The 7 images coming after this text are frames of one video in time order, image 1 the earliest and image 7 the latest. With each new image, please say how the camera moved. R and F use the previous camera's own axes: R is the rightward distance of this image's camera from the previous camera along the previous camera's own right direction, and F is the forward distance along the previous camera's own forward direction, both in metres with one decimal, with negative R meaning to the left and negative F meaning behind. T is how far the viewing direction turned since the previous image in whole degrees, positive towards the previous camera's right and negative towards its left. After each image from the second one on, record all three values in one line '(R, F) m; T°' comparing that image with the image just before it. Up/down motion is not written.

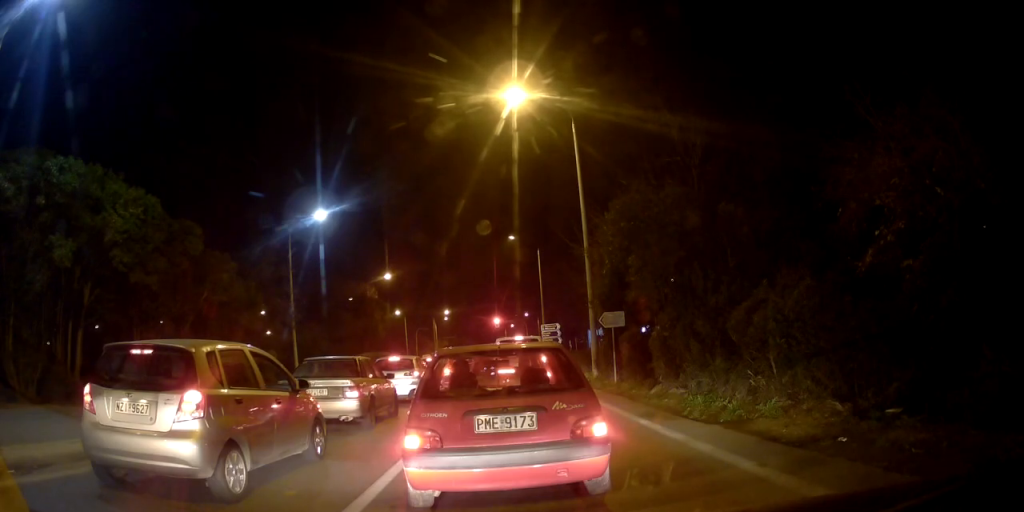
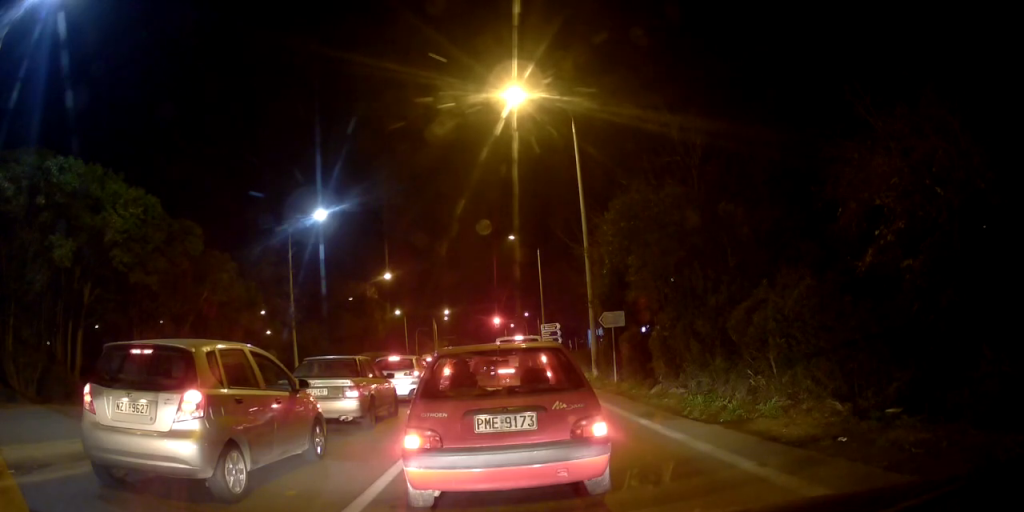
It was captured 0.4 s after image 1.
(0.0, 0.0) m; 0°
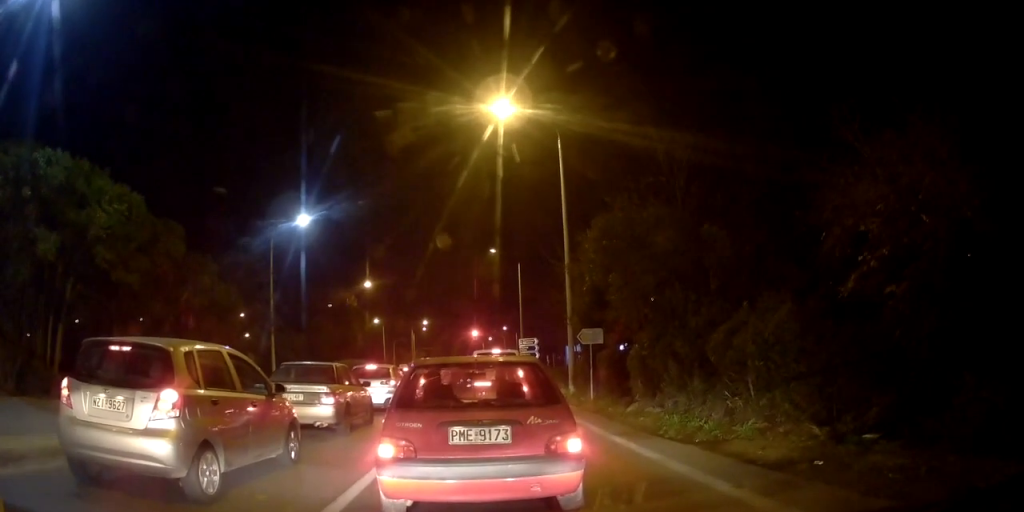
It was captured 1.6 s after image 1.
(-0.1, +0.1) m; 0°
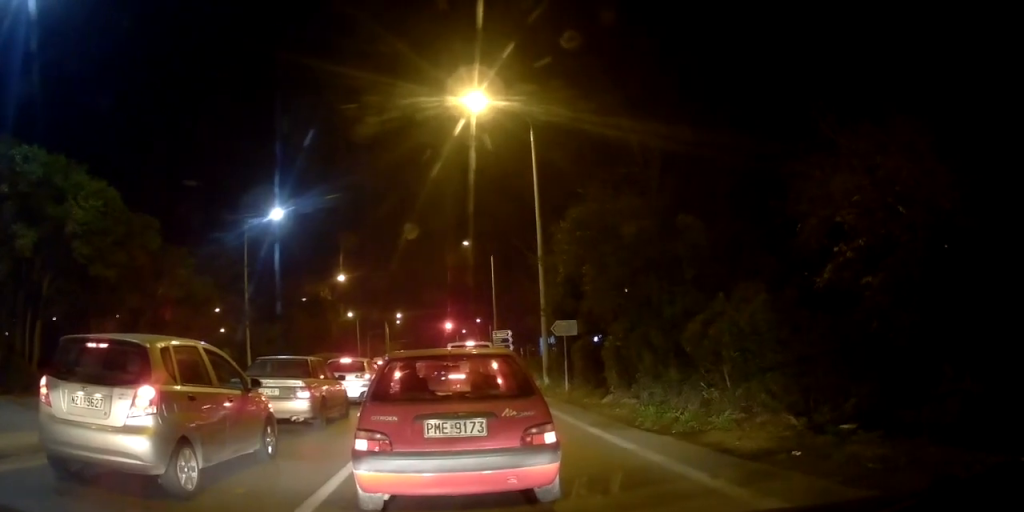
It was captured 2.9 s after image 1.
(-0.2, +0.1) m; 0°
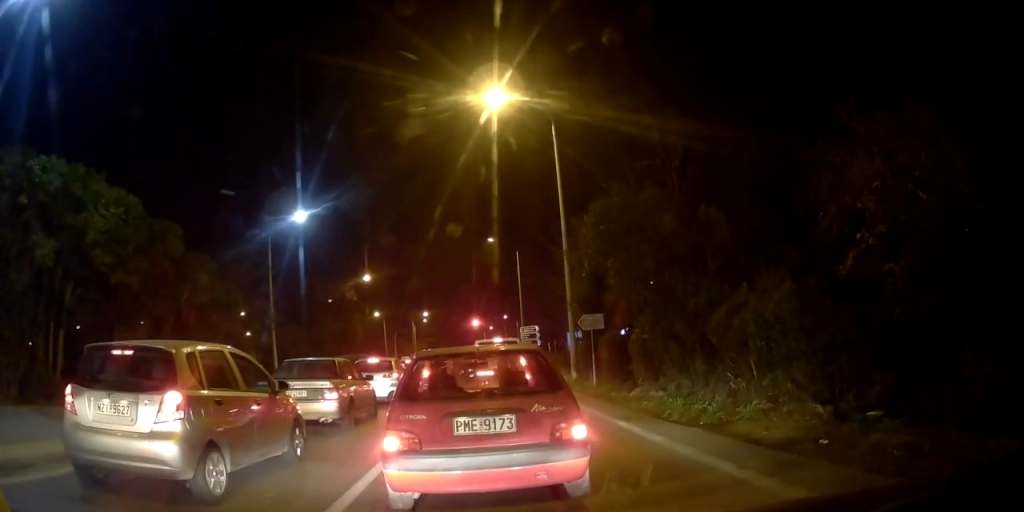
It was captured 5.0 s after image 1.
(-0.2, +0.2) m; 0°
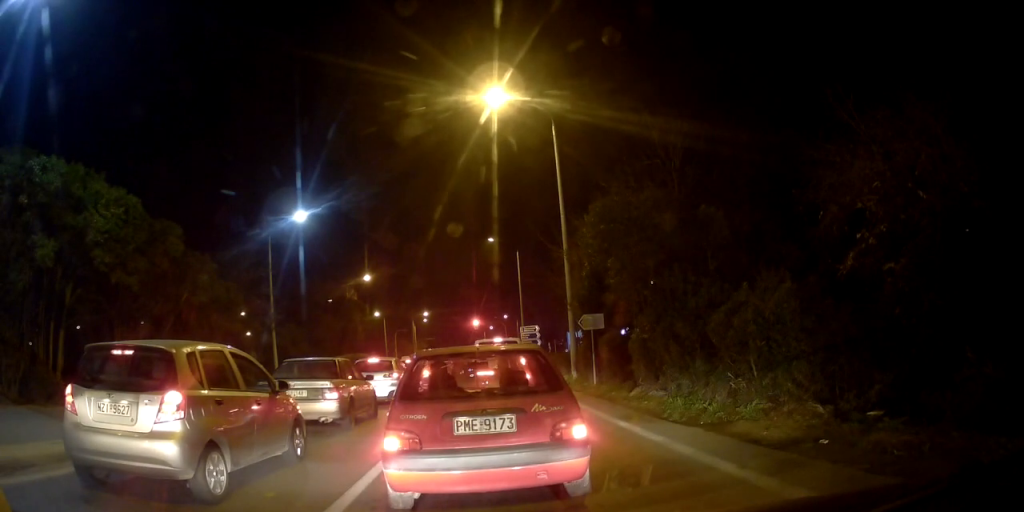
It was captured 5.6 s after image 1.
(0.0, 0.0) m; 0°
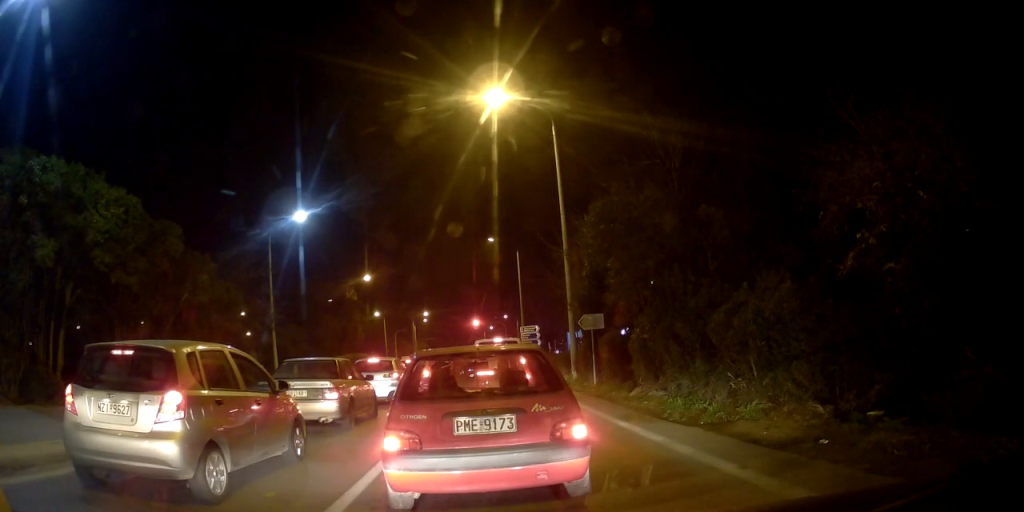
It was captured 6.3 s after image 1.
(0.0, 0.0) m; 0°
